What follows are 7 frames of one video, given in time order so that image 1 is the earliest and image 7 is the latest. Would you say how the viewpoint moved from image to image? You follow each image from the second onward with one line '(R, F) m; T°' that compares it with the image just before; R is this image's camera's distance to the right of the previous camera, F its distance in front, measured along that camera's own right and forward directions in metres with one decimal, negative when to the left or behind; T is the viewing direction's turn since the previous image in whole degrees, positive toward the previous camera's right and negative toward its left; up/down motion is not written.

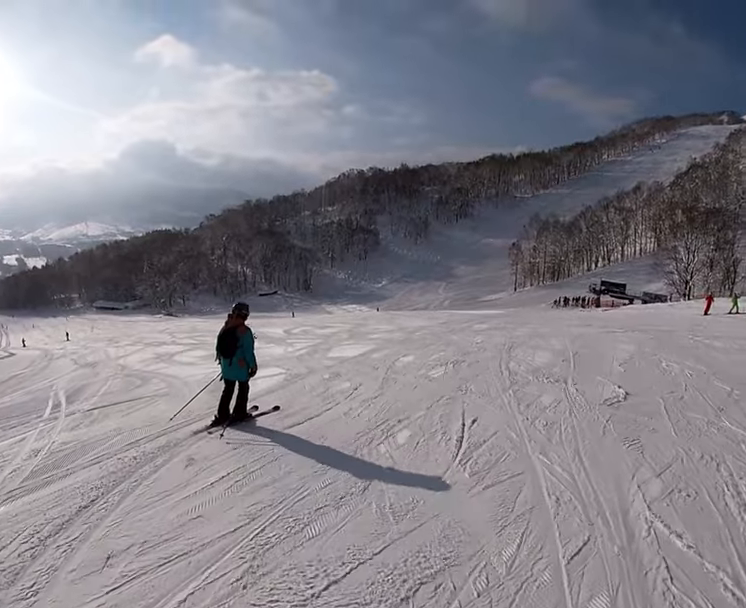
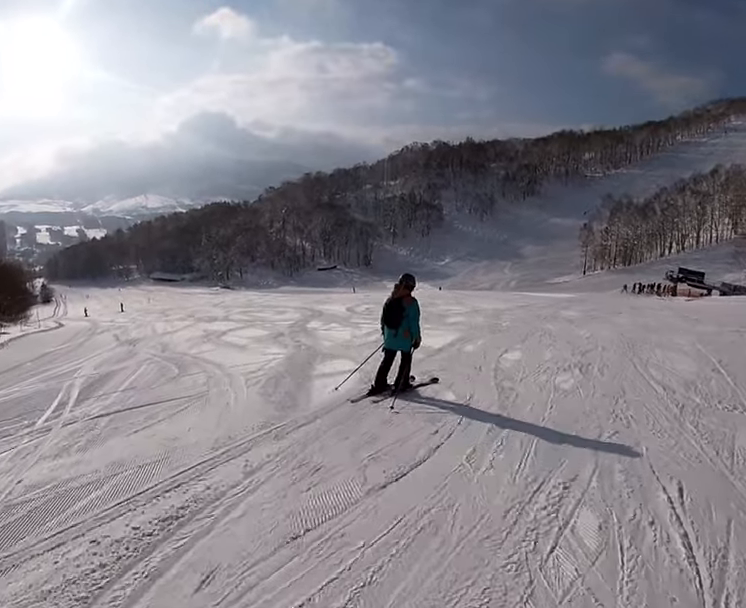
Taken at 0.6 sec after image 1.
(0.0, +2.8) m; +6°
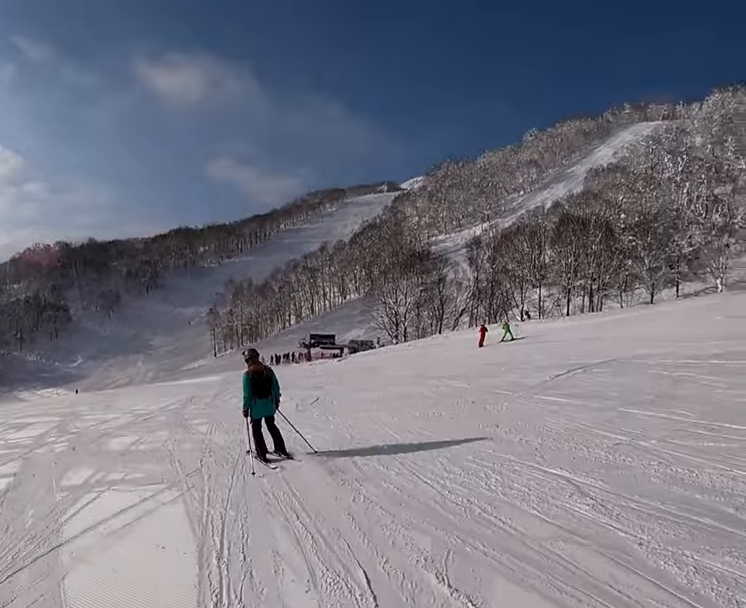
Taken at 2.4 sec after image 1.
(+1.5, +9.7) m; +11°
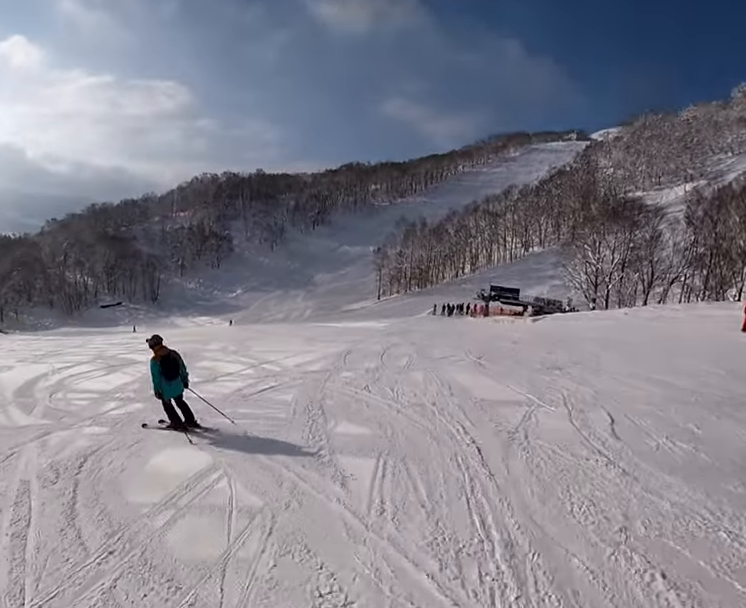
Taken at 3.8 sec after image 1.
(0.0, +8.8) m; -20°
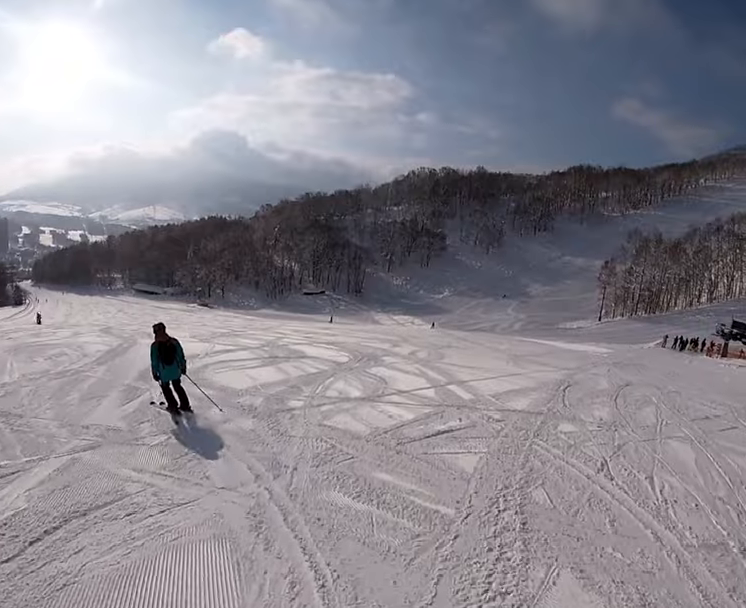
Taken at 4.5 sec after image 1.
(-1.2, +3.4) m; -19°
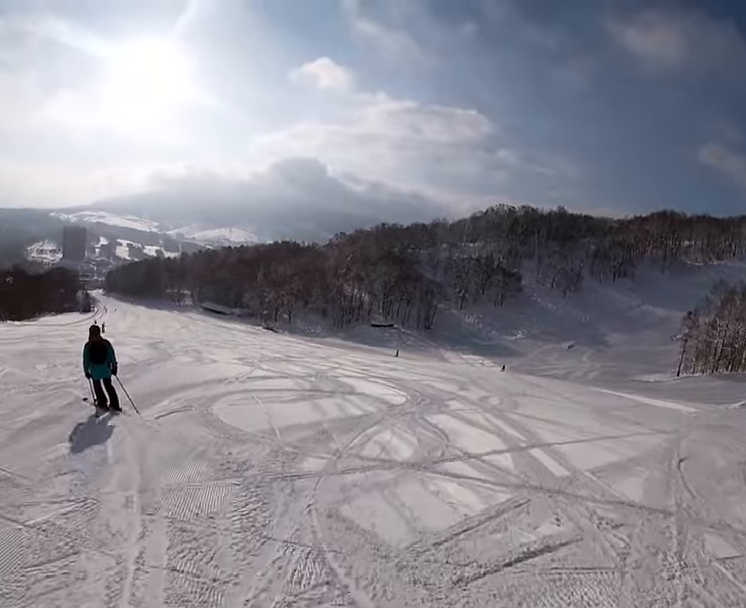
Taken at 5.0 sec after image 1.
(-0.4, +2.9) m; -14°
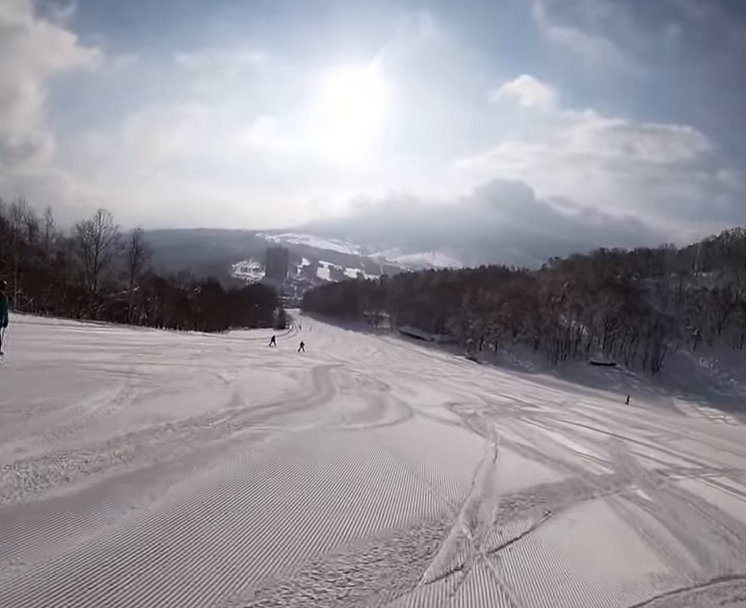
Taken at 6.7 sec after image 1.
(-2.0, +11.7) m; -10°
